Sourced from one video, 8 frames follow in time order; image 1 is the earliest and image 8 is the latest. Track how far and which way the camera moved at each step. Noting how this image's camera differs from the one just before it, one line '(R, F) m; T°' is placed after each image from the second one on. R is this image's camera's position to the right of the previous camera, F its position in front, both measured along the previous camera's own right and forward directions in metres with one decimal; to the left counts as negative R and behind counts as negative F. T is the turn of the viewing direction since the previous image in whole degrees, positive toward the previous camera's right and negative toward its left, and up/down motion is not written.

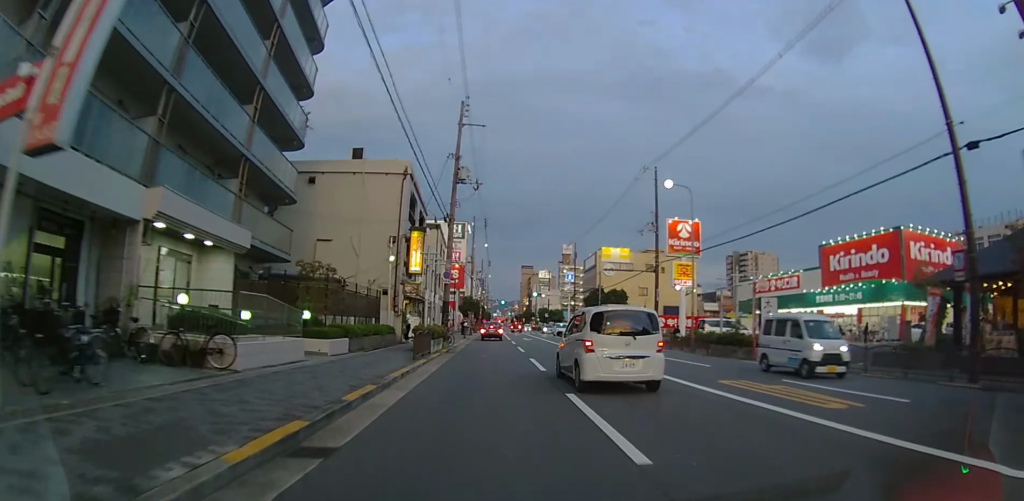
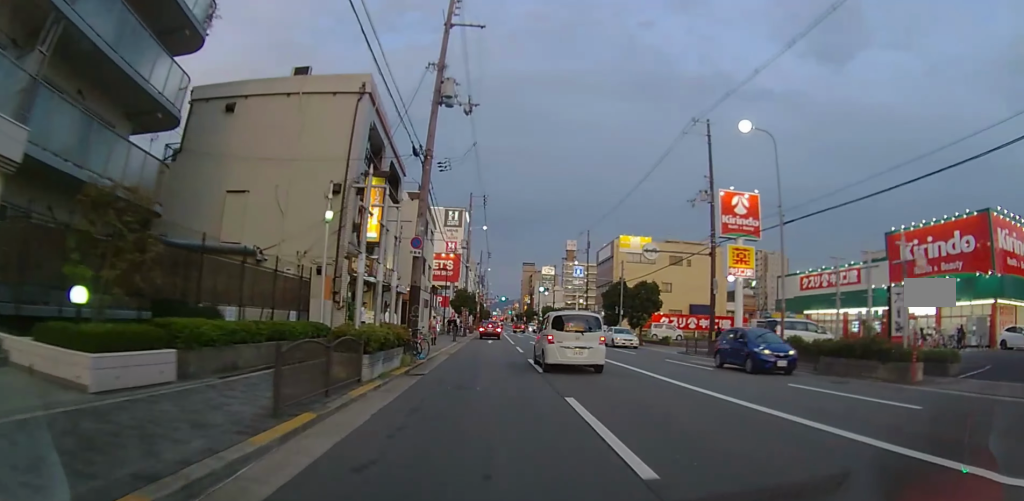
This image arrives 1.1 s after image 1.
(+0.1, +10.5) m; +2°
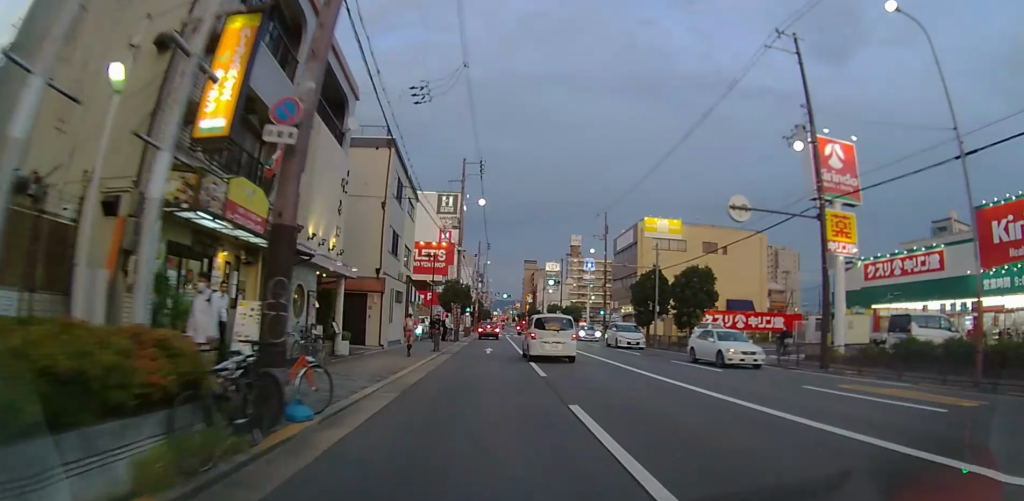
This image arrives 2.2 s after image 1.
(+0.2, +10.5) m; +1°
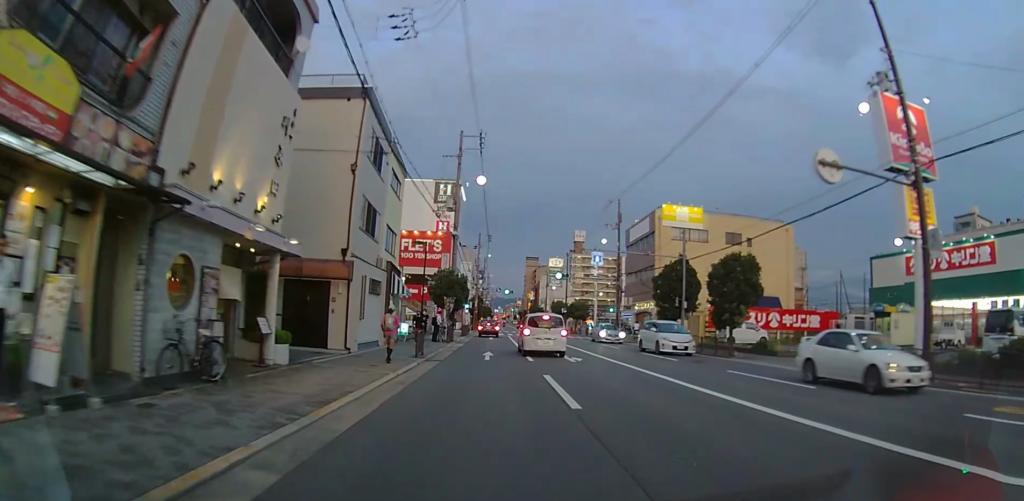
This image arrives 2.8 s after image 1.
(0.0, +5.8) m; 0°
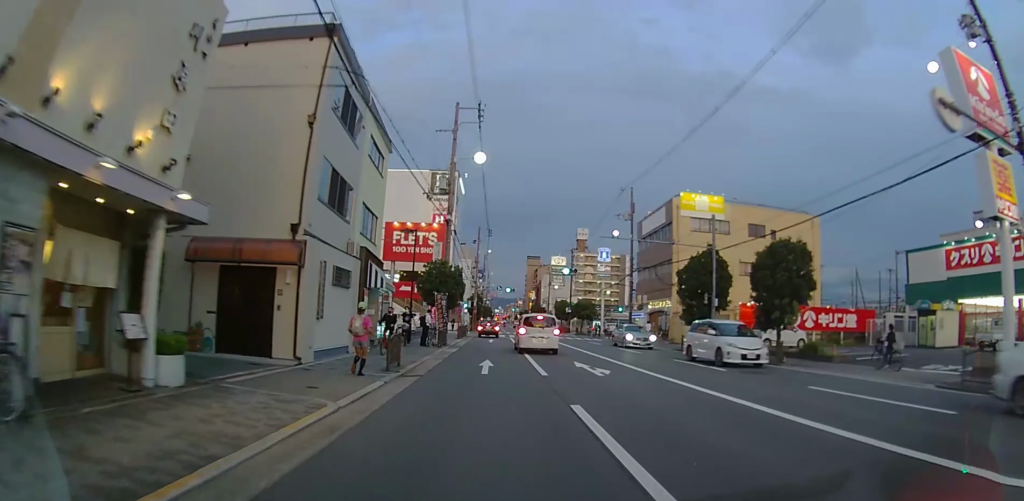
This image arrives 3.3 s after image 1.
(0.0, +4.8) m; 0°
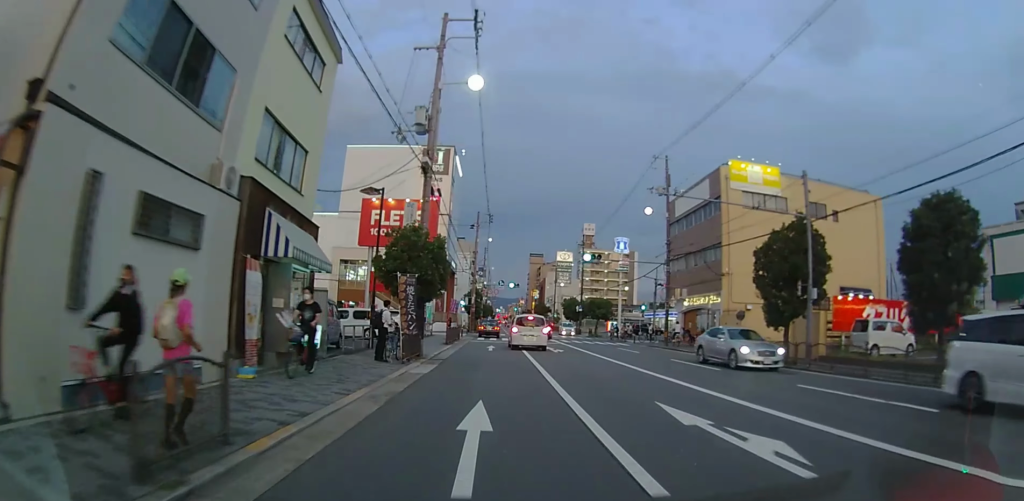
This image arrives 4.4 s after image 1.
(0.0, +10.1) m; 0°
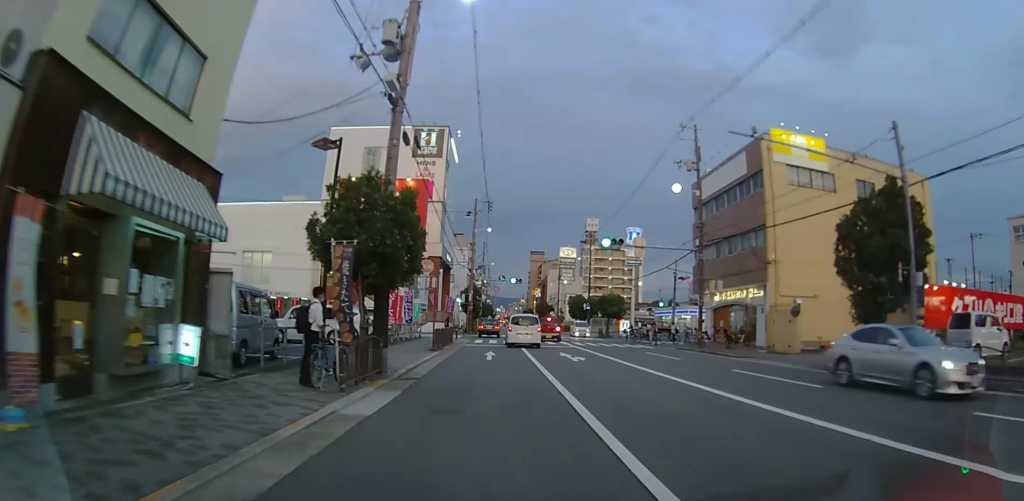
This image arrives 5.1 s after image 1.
(0.0, +6.5) m; 0°
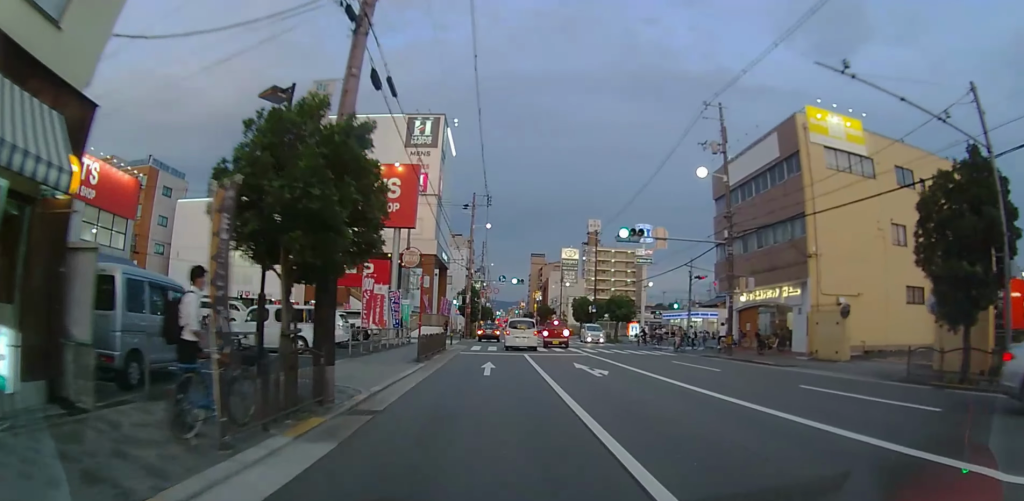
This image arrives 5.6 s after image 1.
(0.0, +4.3) m; 0°
